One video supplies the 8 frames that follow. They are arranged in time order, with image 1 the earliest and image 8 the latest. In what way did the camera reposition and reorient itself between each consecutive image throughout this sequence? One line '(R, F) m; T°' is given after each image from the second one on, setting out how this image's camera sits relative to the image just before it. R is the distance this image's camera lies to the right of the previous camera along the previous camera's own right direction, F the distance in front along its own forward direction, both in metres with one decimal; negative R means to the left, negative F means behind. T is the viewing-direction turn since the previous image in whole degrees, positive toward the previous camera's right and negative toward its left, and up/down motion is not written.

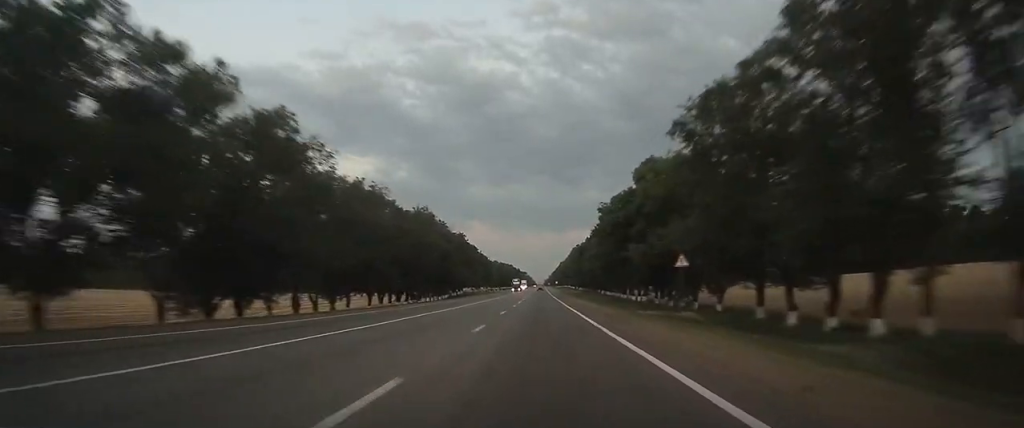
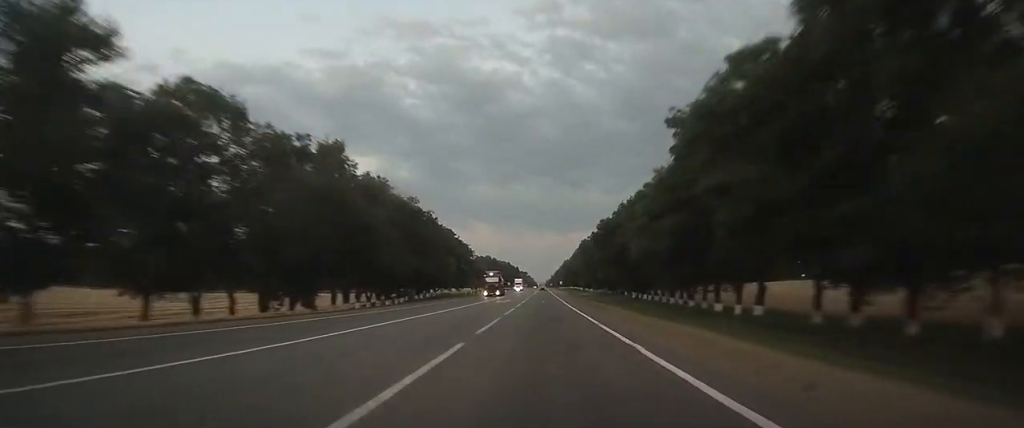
(-0.1, +46.8) m; 0°
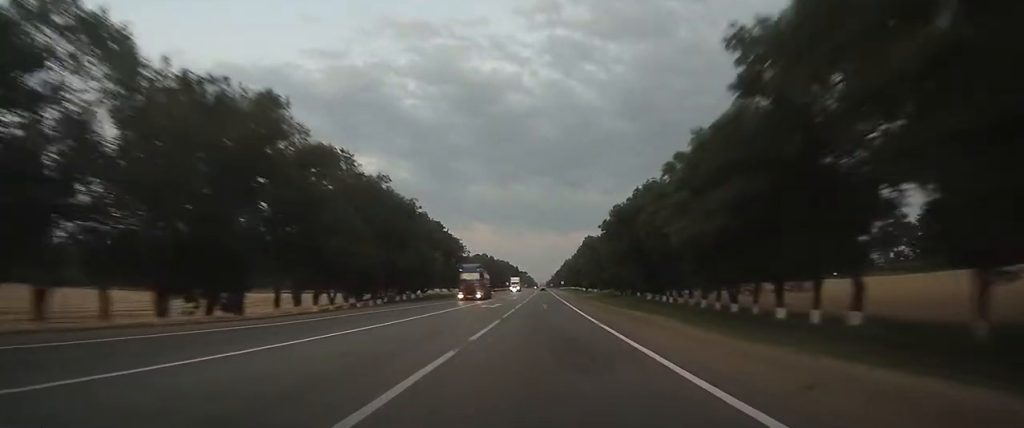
(0.0, +14.0) m; 0°
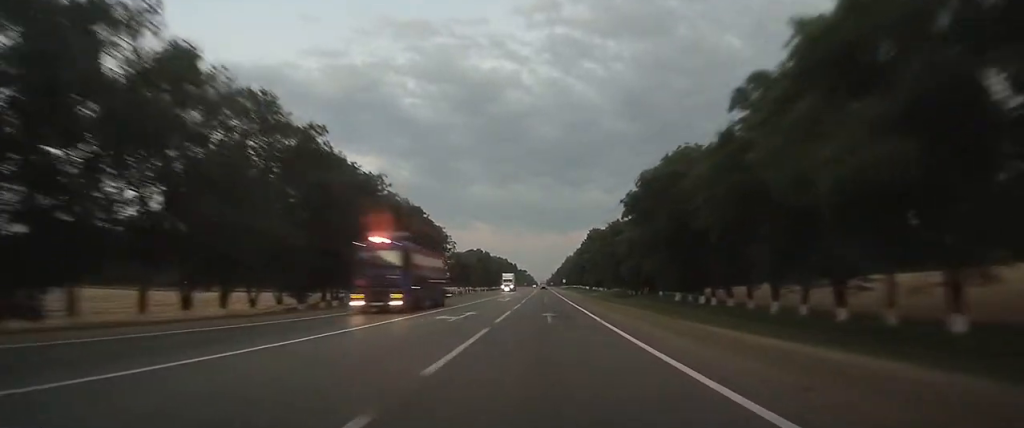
(0.0, +18.0) m; 0°
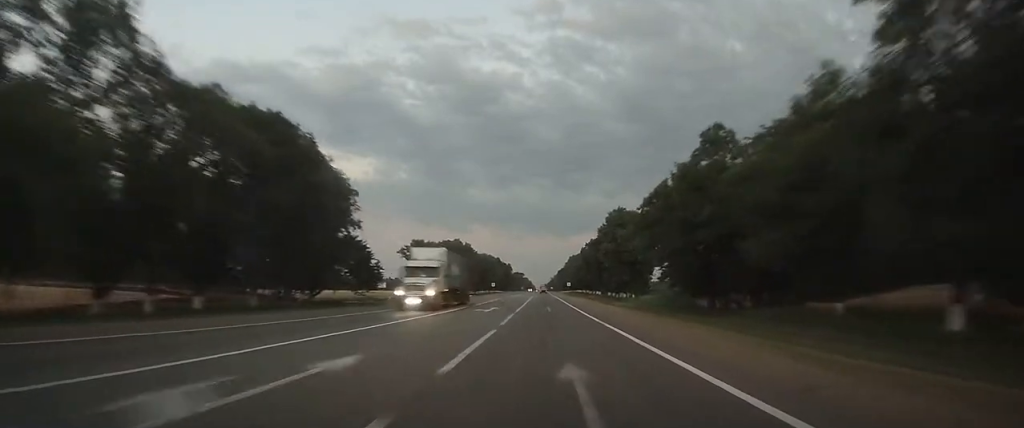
(+0.1, +48.3) m; 0°
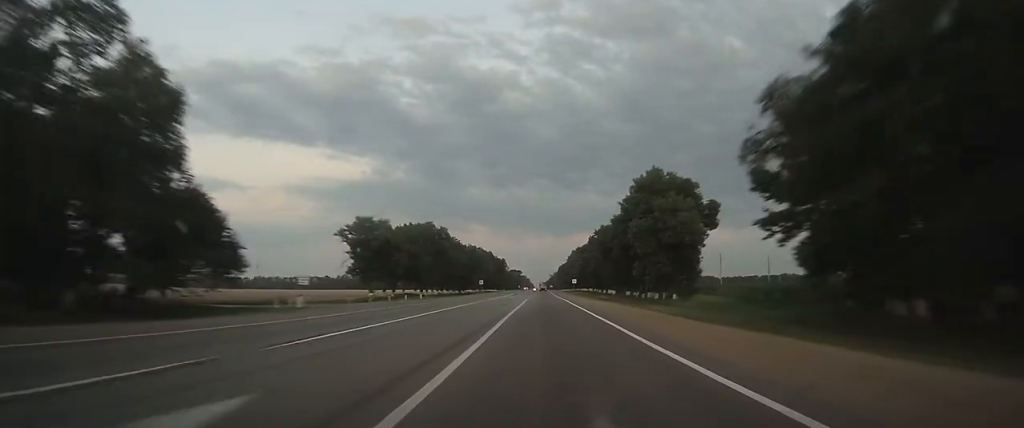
(+0.1, +34.3) m; 0°
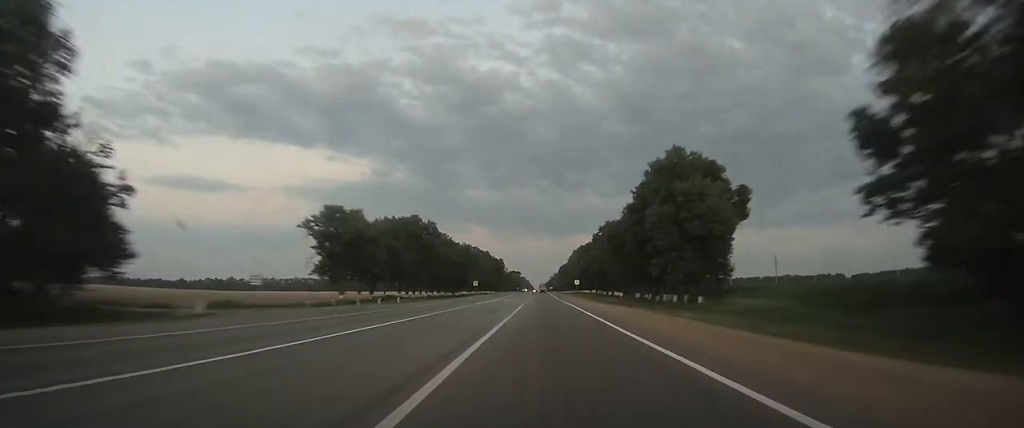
(0.0, +12.1) m; 0°
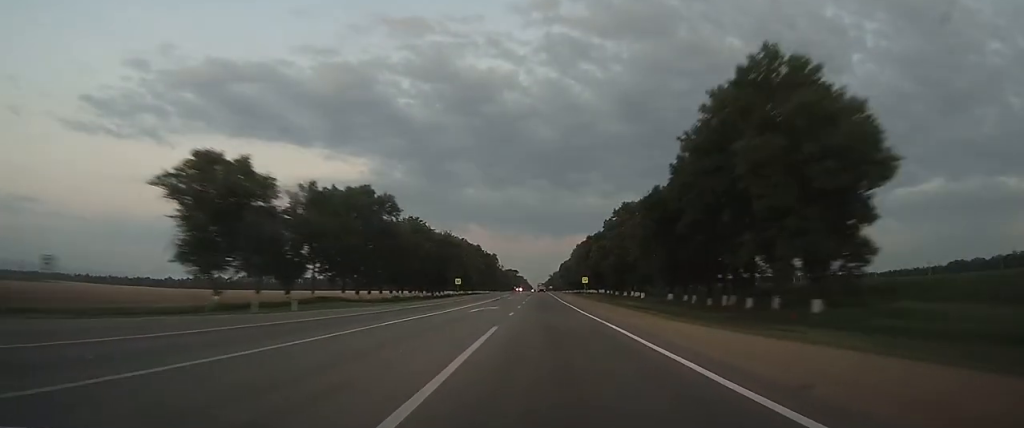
(-0.1, +27.3) m; 0°
